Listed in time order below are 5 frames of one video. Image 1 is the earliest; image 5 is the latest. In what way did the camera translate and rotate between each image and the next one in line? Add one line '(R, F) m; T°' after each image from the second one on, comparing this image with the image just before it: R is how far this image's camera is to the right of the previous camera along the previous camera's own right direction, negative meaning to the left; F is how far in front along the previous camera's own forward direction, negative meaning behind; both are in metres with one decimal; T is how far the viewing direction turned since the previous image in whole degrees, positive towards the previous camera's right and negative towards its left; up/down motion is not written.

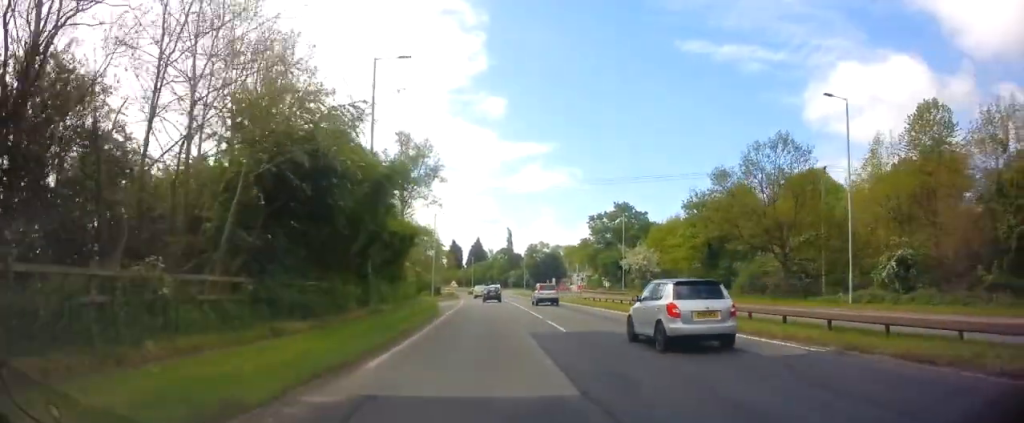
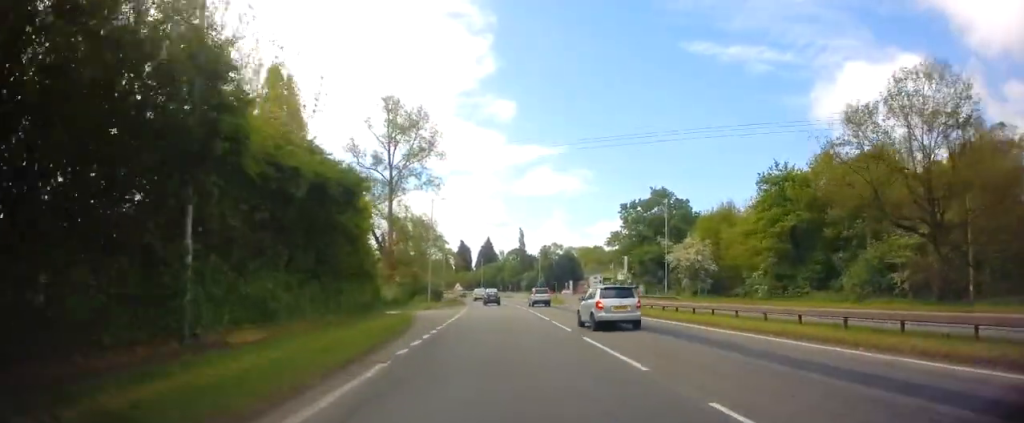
(-0.8, +16.6) m; -2°
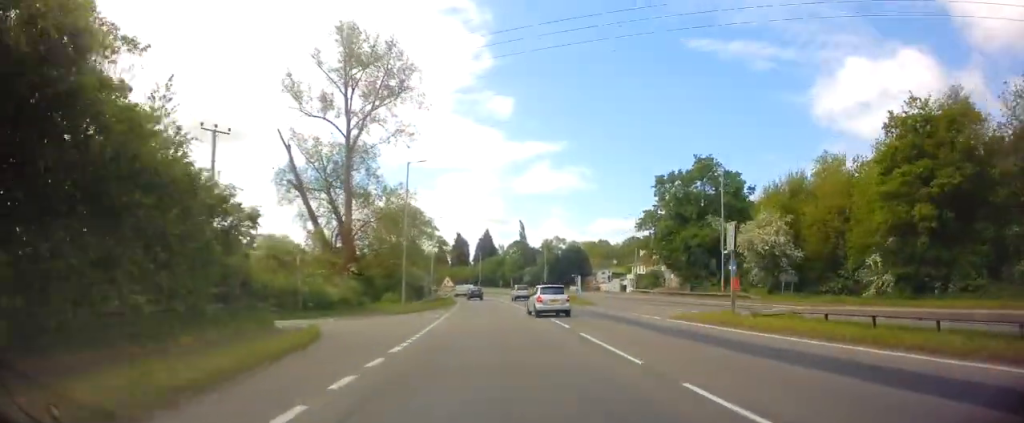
(+0.1, +17.9) m; 0°
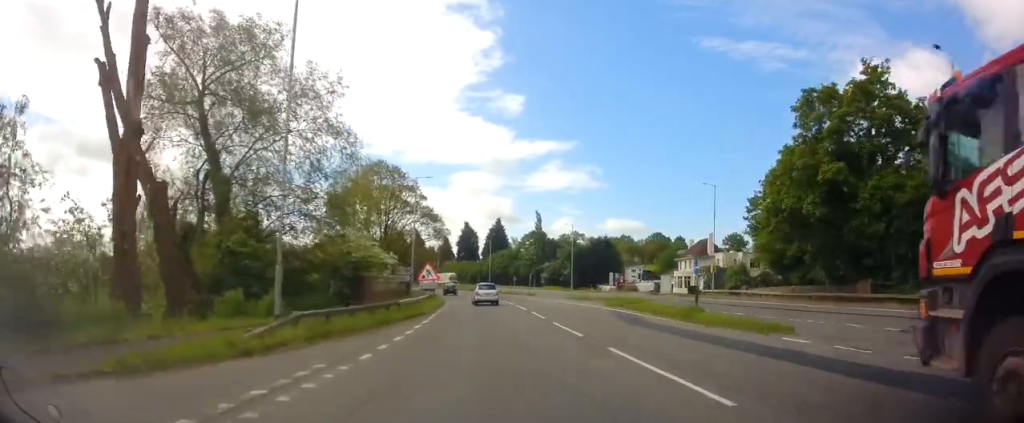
(-0.1, +29.2) m; -1°
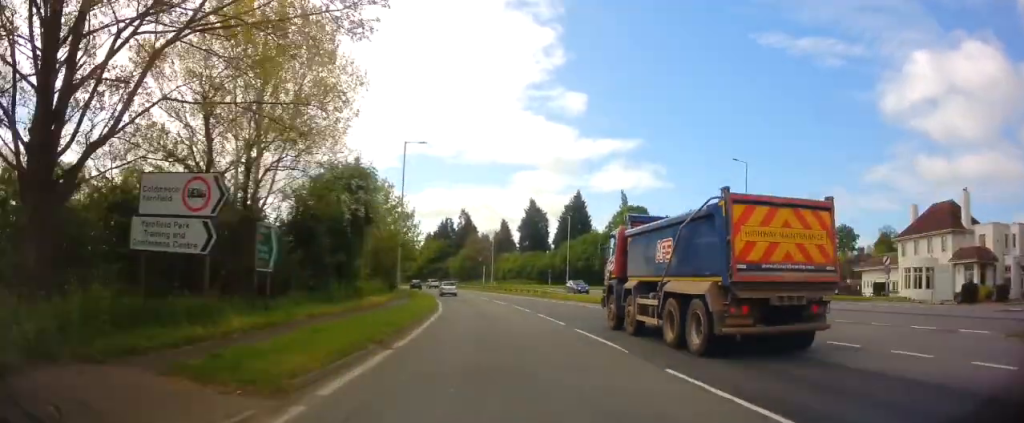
(-2.8, +54.4) m; -7°
